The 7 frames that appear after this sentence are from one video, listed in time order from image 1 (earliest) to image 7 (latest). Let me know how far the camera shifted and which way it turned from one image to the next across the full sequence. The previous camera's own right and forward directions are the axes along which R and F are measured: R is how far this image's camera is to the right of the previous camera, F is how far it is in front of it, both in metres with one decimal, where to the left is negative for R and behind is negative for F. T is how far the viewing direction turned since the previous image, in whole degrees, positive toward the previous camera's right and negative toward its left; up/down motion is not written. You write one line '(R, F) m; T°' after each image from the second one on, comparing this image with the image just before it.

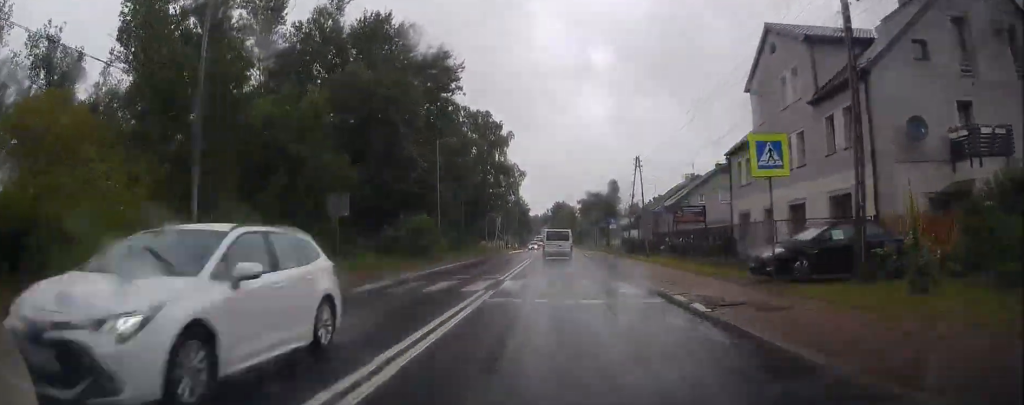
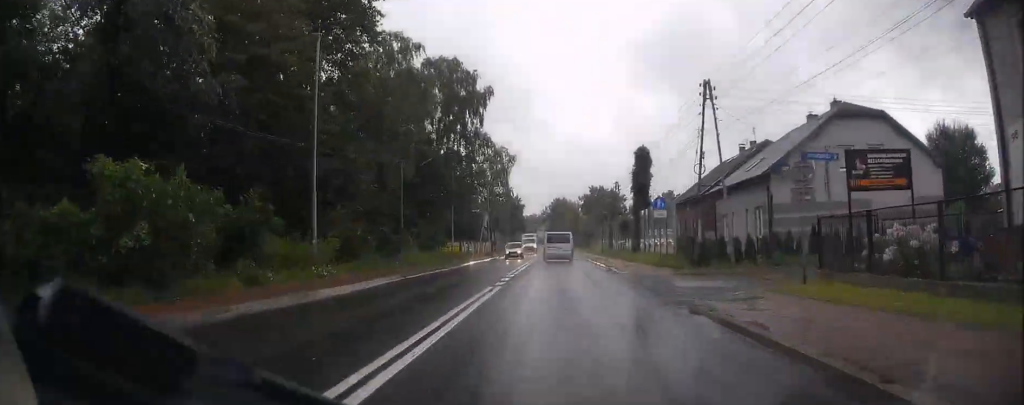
(-0.3, +24.0) m; -1°
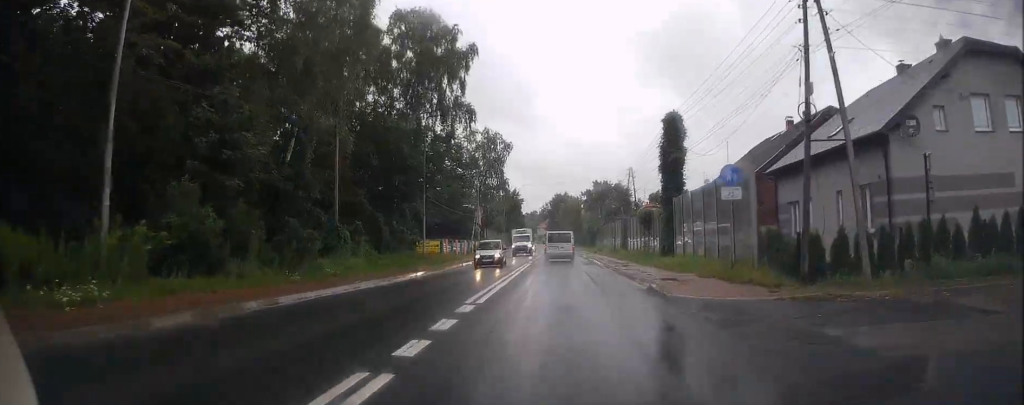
(0.0, +11.6) m; 0°
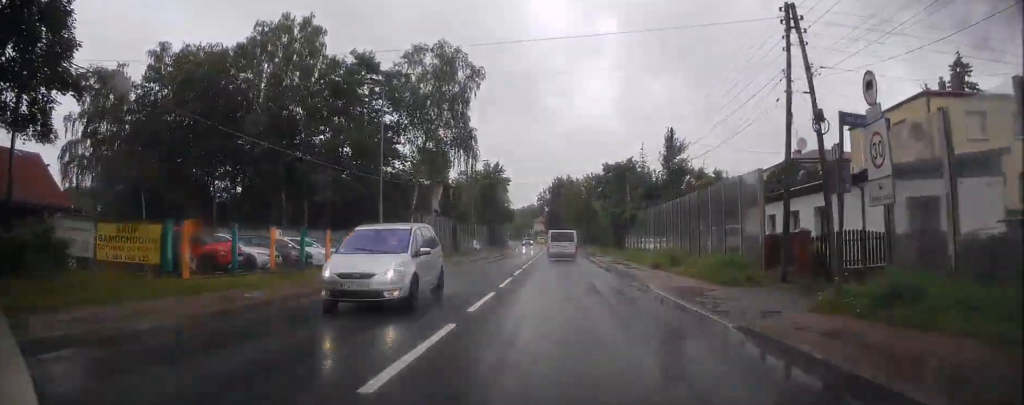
(-0.3, +39.8) m; 0°
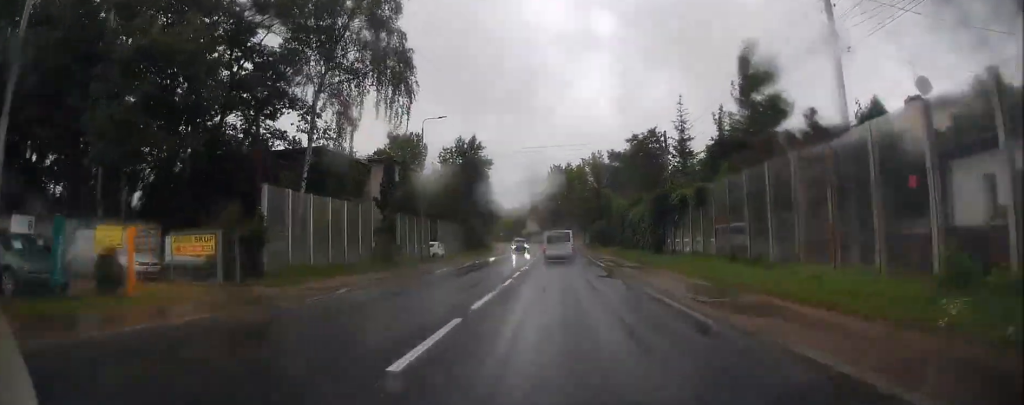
(+0.1, +23.3) m; 0°
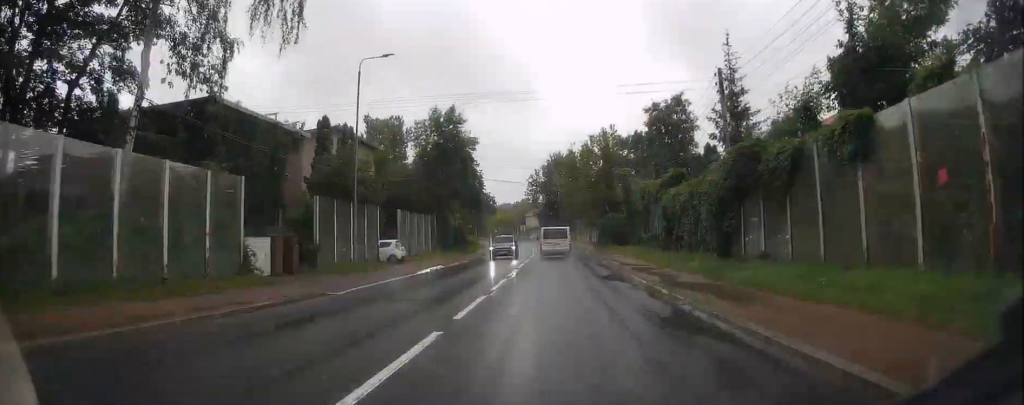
(-0.1, +13.7) m; 0°
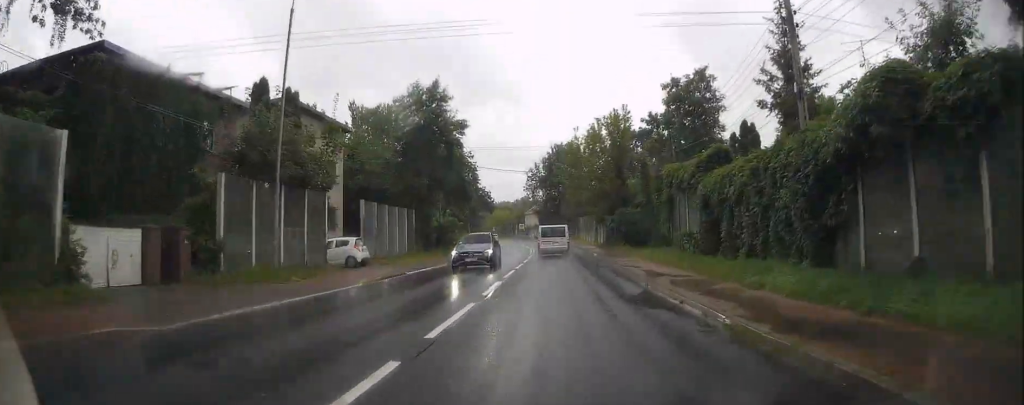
(0.0, +8.0) m; 0°
